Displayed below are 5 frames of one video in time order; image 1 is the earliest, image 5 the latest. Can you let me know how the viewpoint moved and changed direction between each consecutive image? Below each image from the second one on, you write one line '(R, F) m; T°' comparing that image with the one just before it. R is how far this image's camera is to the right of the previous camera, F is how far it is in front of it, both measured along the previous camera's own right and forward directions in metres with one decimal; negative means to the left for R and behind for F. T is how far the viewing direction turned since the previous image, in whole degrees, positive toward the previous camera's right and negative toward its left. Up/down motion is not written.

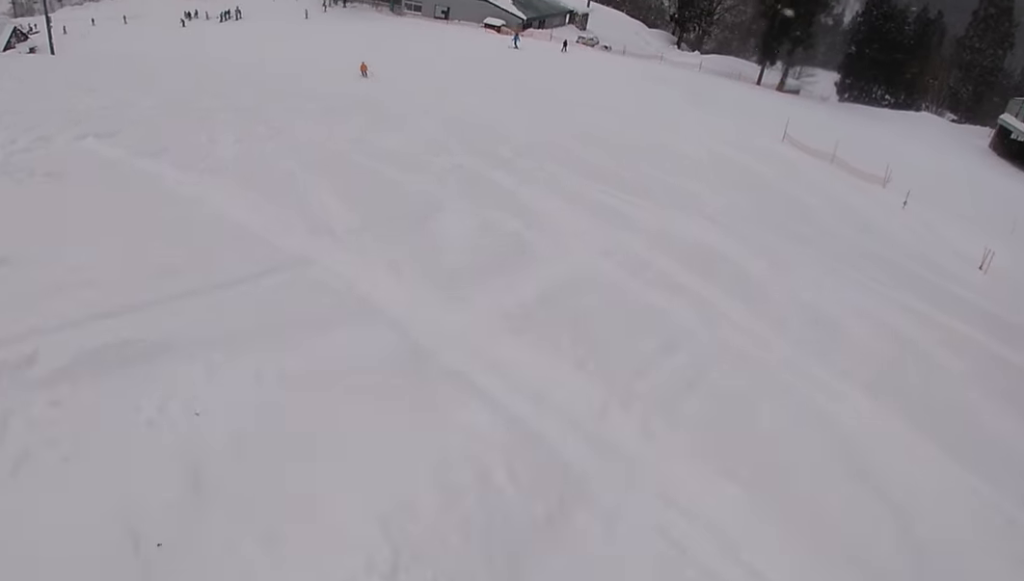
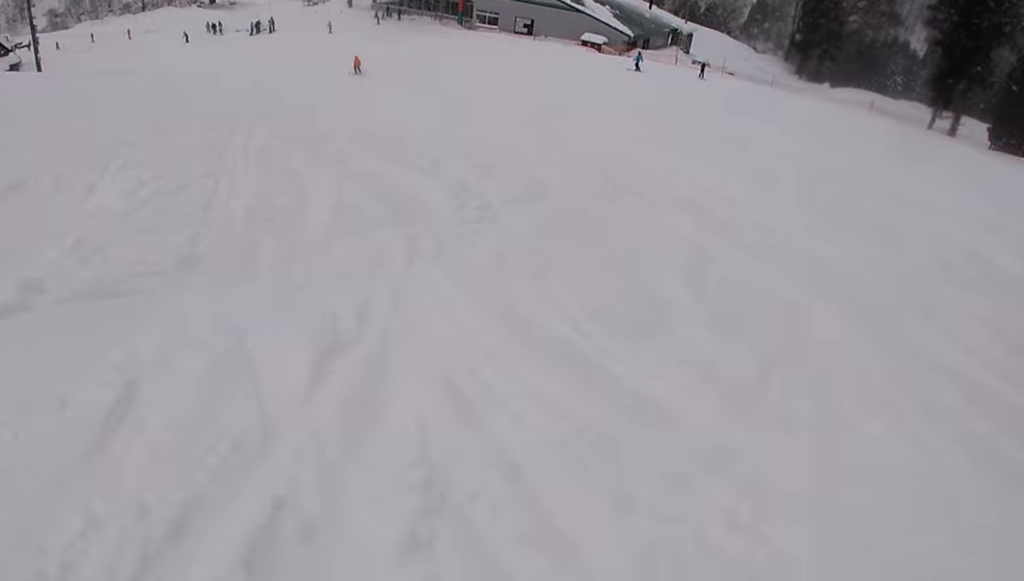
(-0.6, +20.0) m; -6°
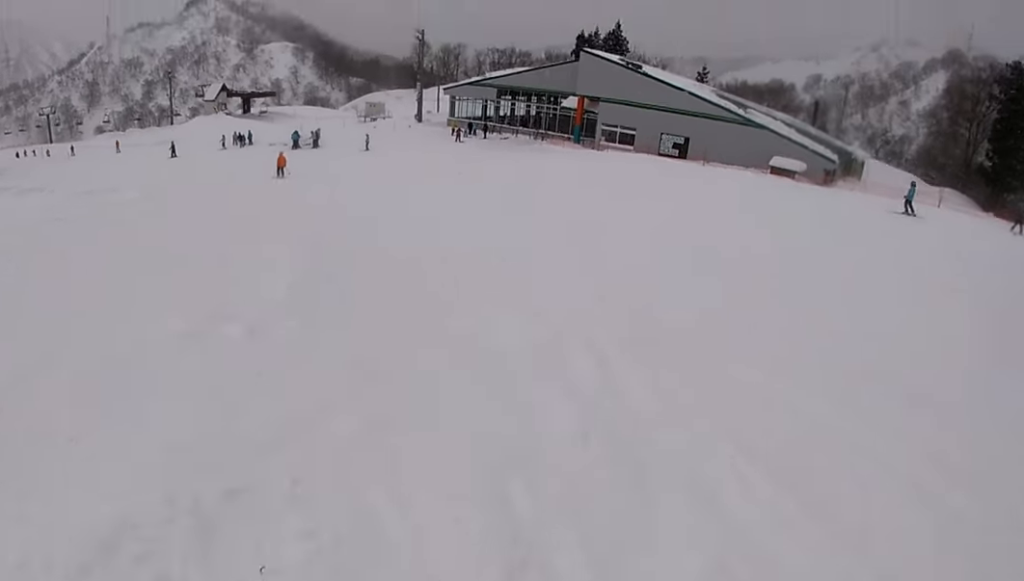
(-0.1, +26.7) m; +3°
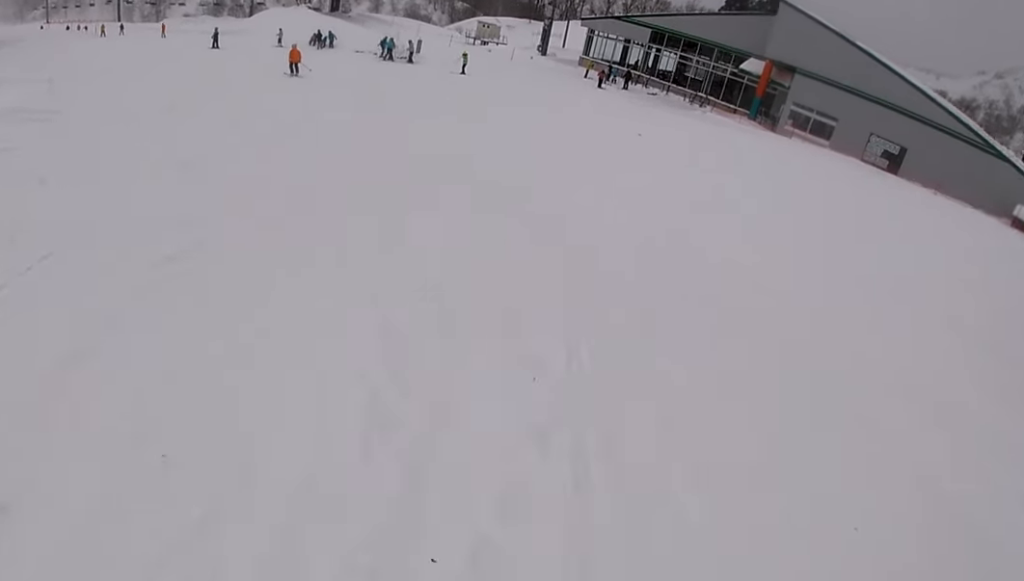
(-0.2, +13.7) m; -8°
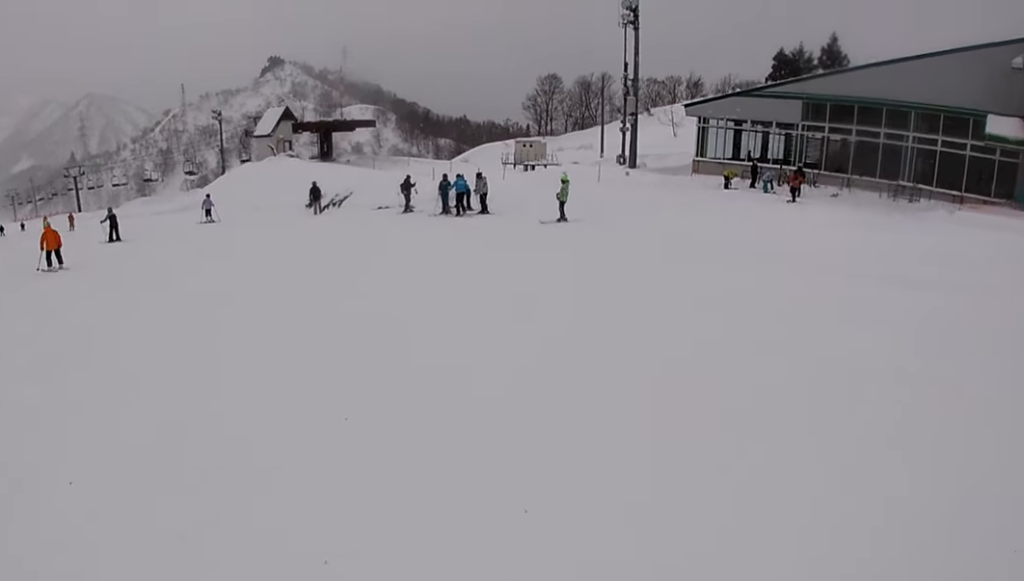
(-2.9, +20.8) m; +3°
